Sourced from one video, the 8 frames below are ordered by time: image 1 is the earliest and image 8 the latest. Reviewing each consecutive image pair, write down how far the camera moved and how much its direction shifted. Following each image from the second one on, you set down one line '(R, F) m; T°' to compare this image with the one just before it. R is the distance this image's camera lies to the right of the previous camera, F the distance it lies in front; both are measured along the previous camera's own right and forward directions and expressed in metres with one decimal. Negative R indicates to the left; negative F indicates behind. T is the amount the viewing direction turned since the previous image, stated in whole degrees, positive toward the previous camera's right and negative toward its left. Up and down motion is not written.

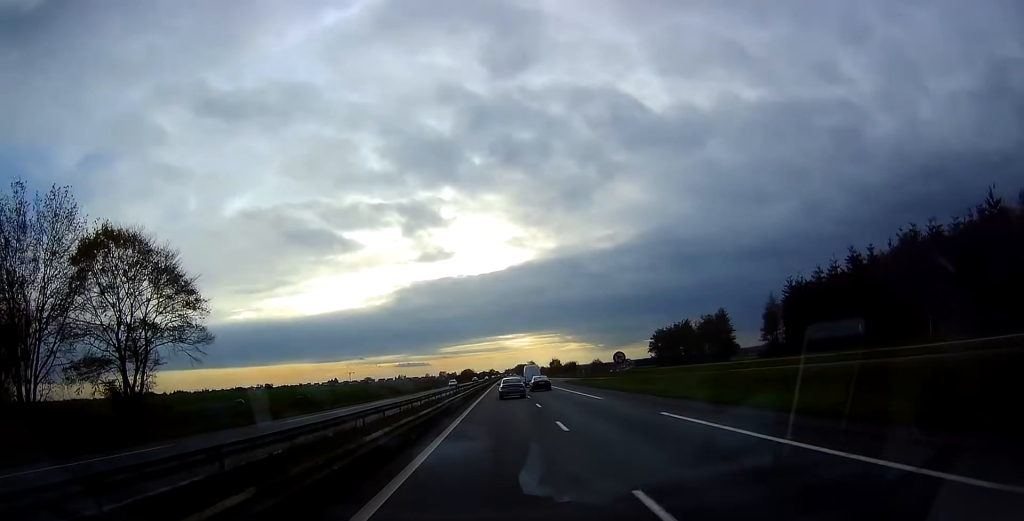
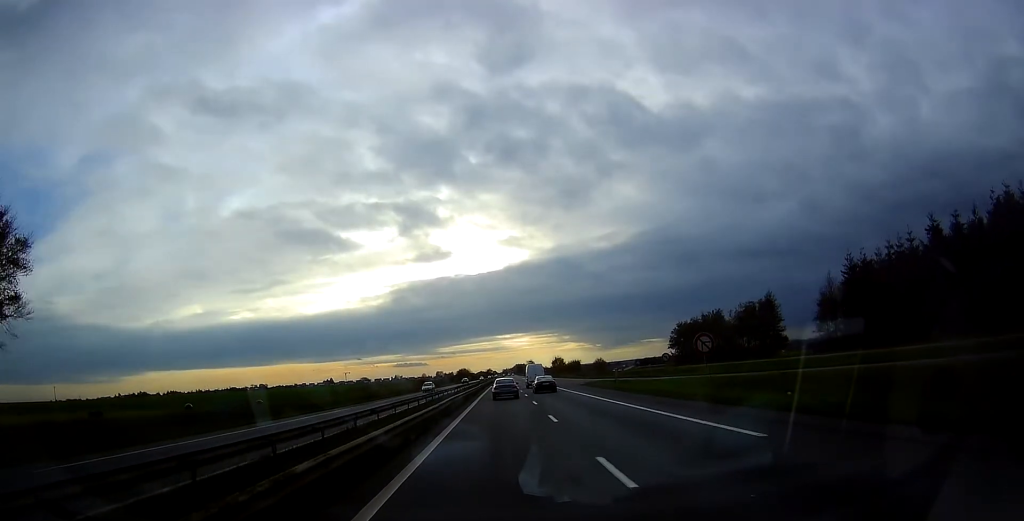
(+0.2, +21.2) m; +1°
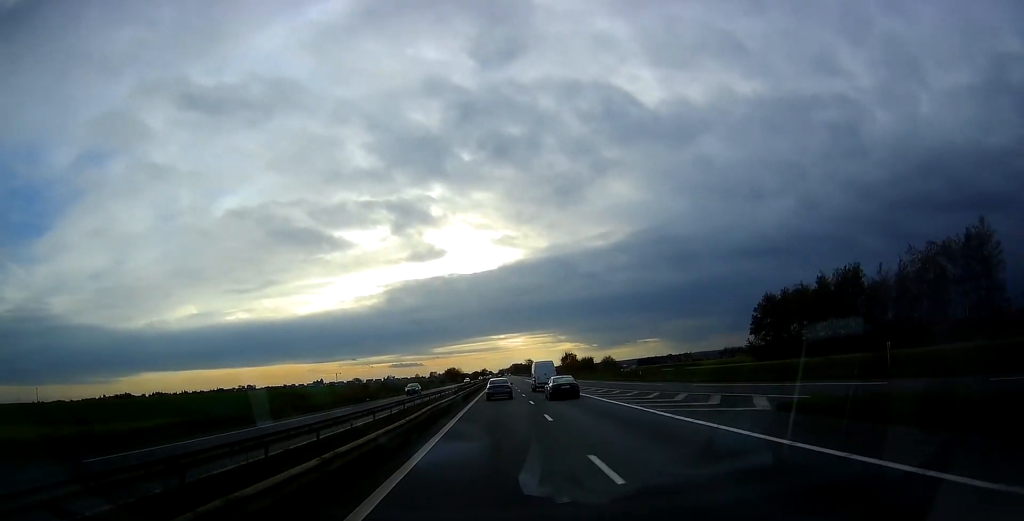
(+0.4, +48.0) m; 0°
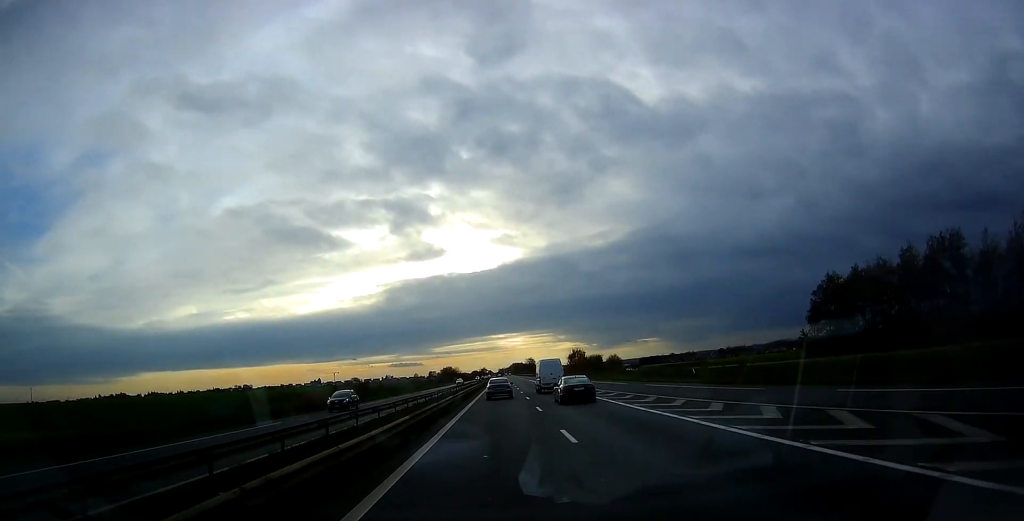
(+0.2, +18.7) m; 0°
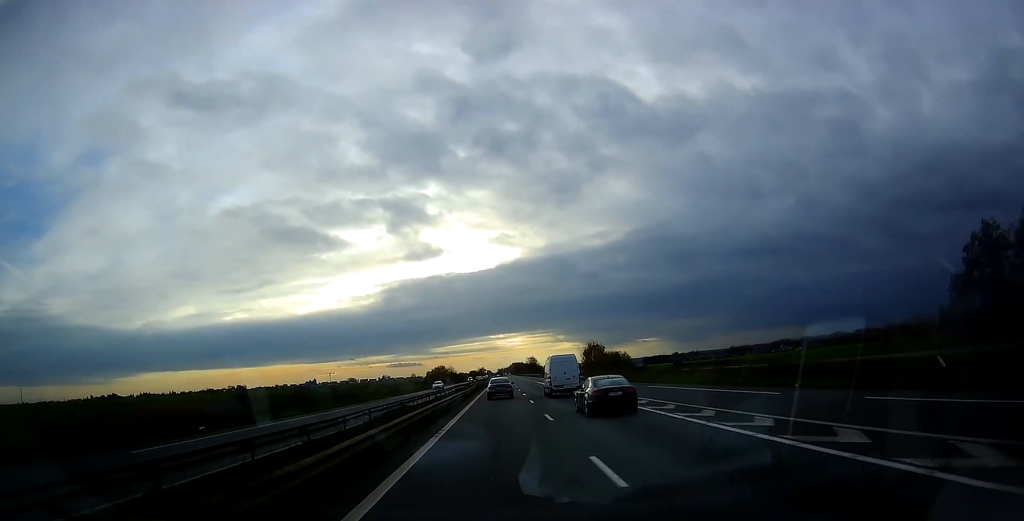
(-0.4, +29.9) m; -1°
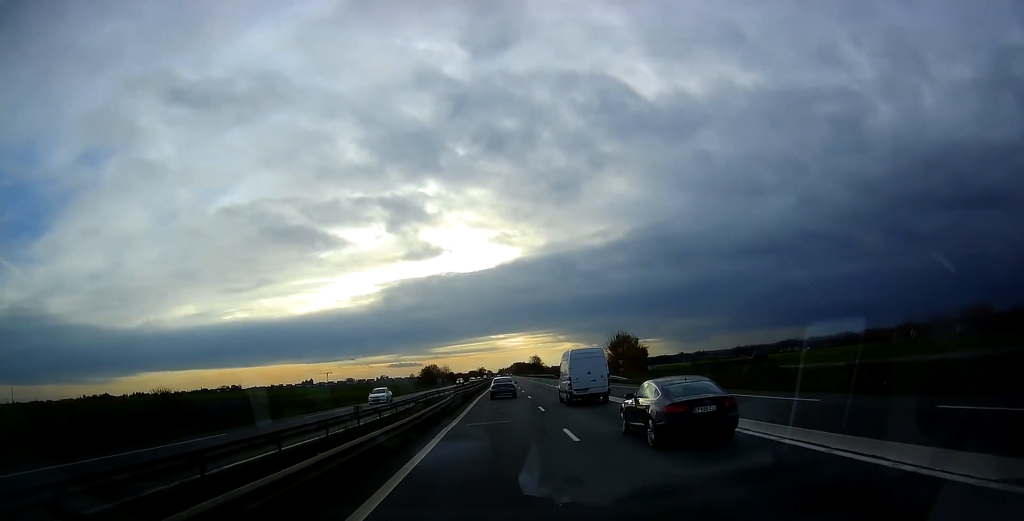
(0.0, +30.5) m; 0°
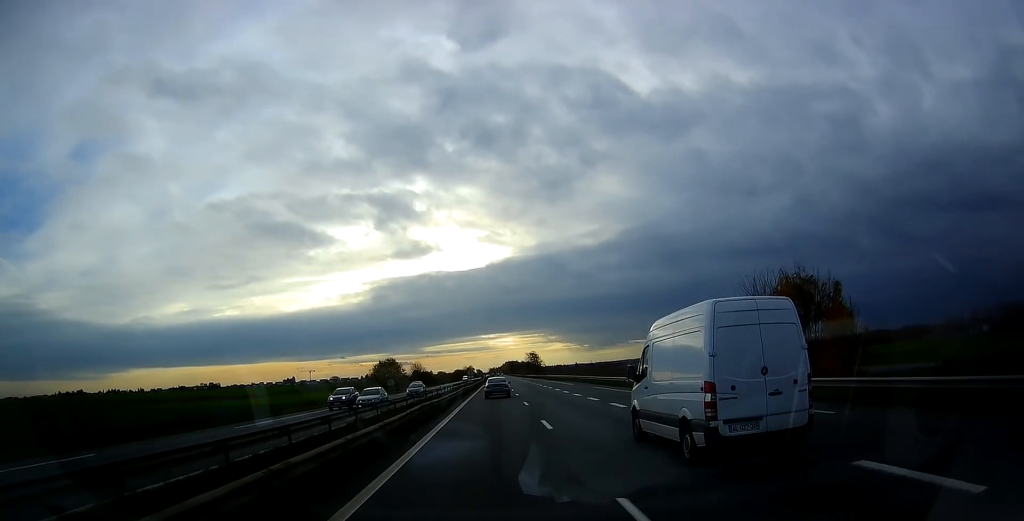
(+0.8, +62.1) m; +1°
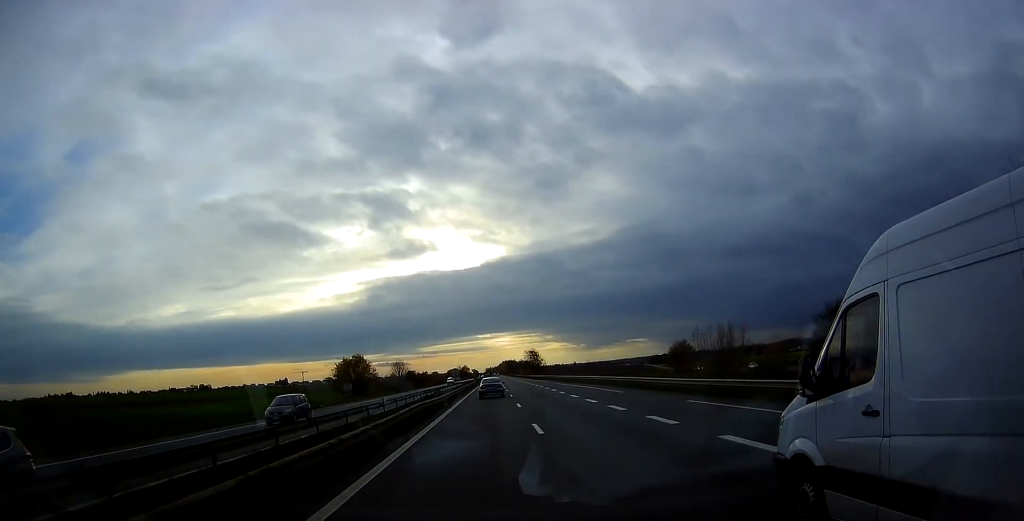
(0.0, +28.1) m; 0°
